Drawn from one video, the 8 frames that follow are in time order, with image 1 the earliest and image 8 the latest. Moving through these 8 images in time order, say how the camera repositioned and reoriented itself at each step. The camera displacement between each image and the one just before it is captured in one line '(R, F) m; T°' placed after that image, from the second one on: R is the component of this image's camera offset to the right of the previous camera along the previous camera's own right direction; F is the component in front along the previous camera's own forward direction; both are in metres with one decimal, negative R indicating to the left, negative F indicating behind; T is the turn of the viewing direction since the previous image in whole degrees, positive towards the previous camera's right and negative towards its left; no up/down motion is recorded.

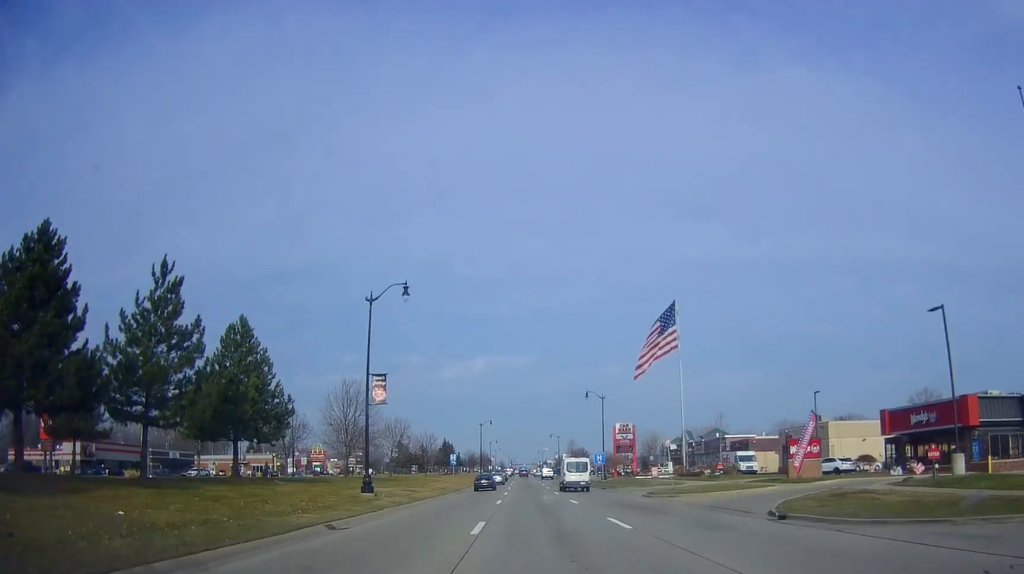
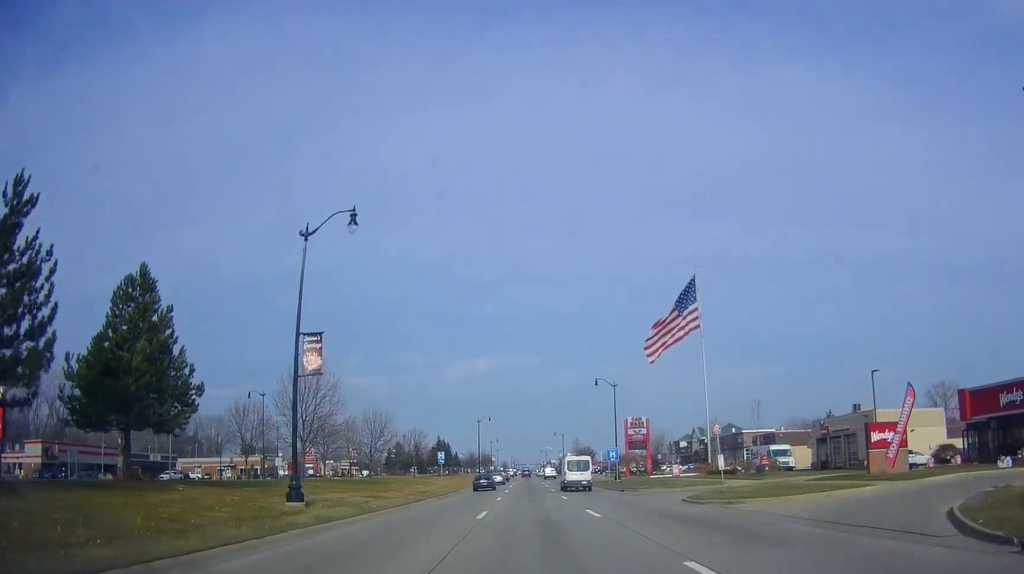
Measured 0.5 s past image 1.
(0.0, +10.2) m; 0°
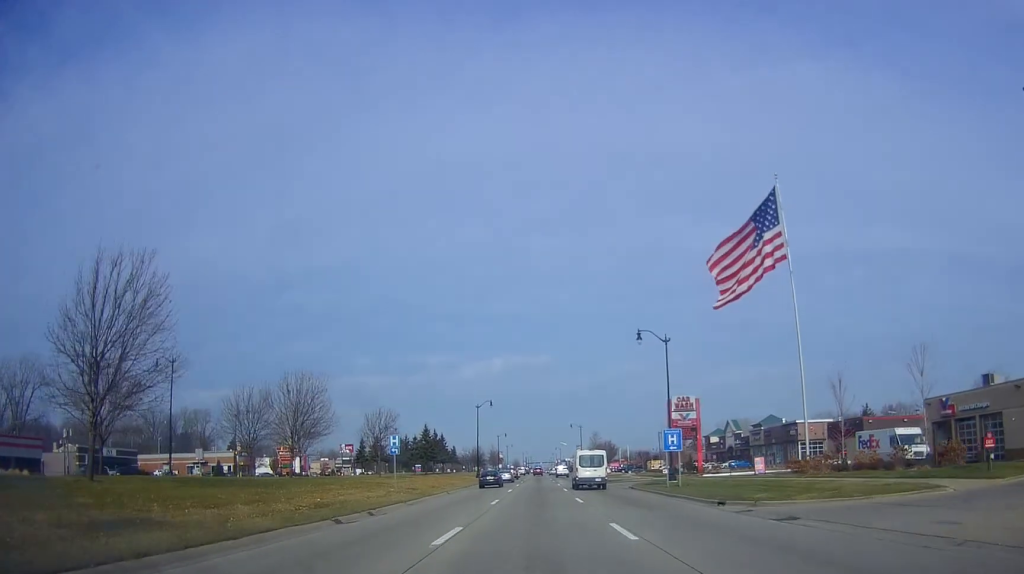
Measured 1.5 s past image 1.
(0.0, +22.8) m; 0°
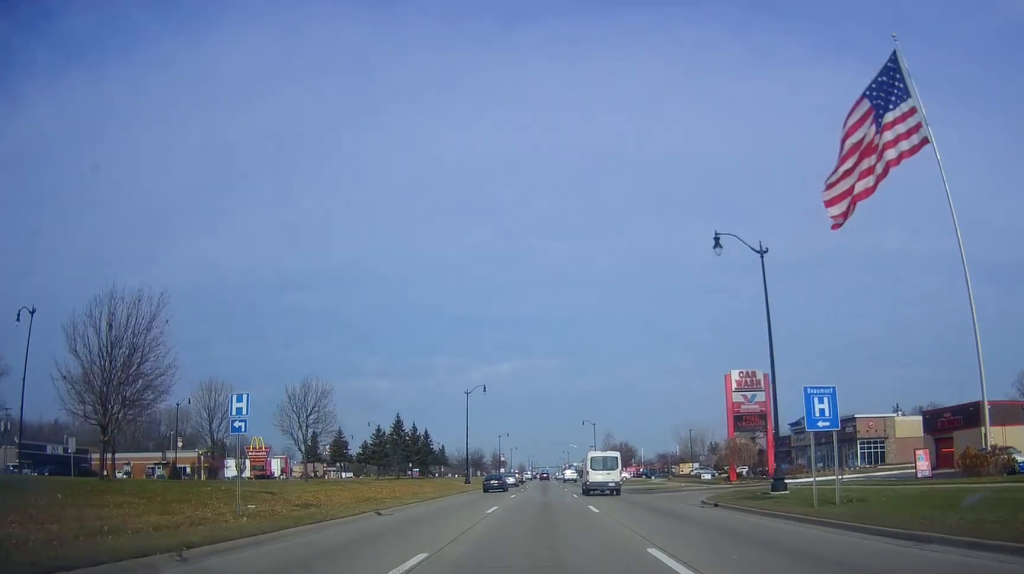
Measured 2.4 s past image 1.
(0.0, +19.9) m; -1°
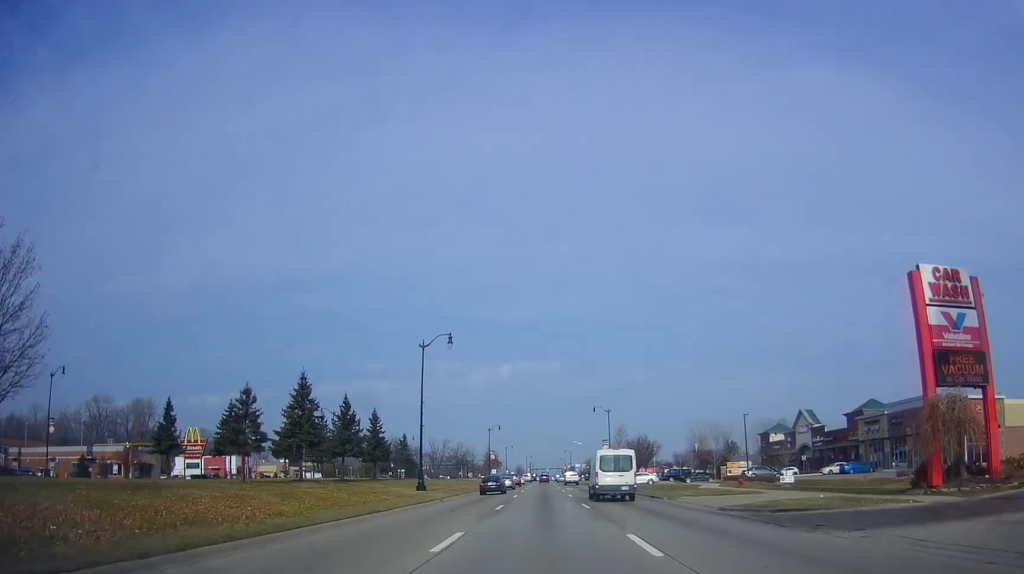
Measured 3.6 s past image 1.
(-0.2, +26.2) m; 0°
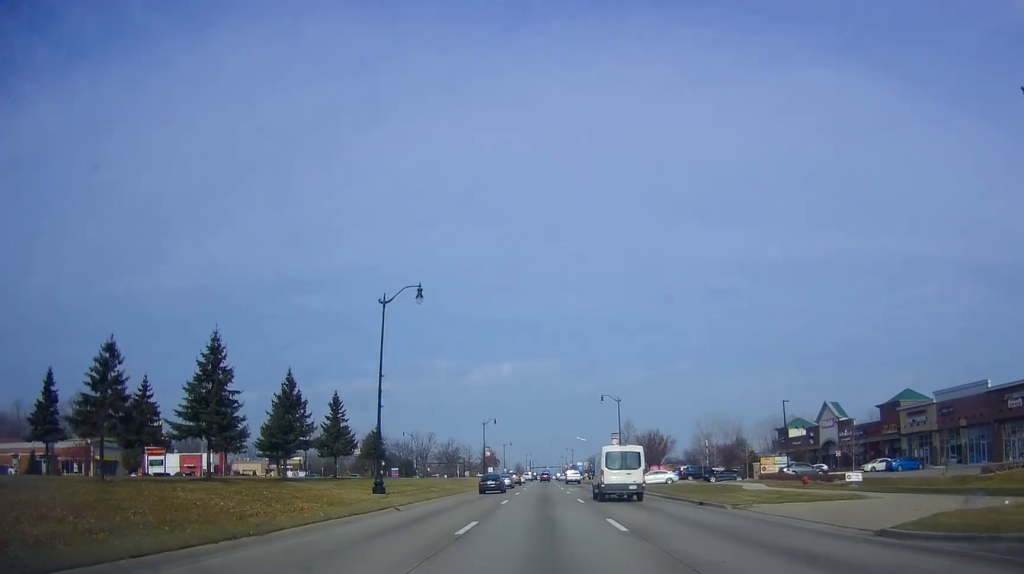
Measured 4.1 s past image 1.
(+0.3, +11.6) m; -1°
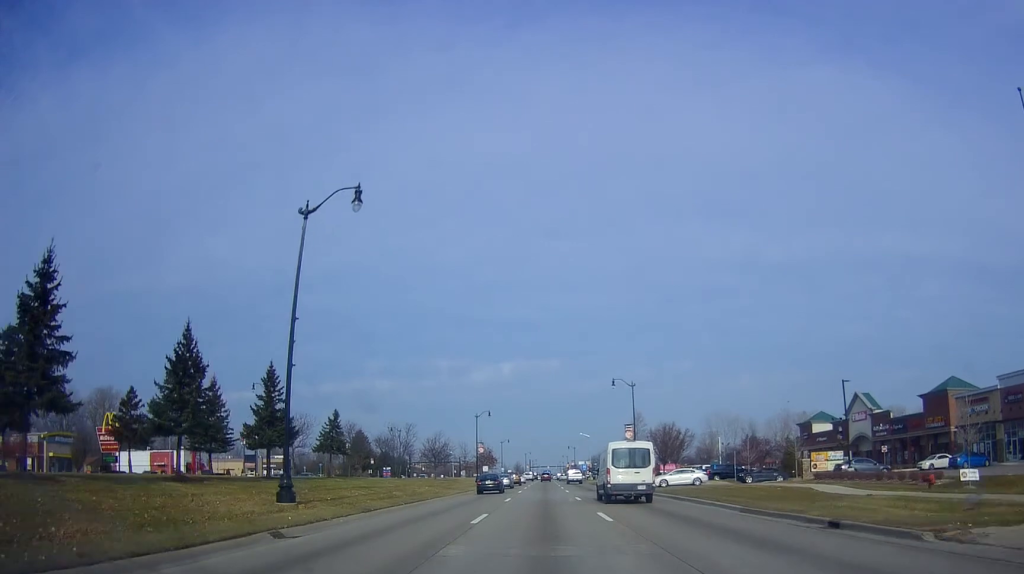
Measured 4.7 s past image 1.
(-0.4, +12.4) m; -1°
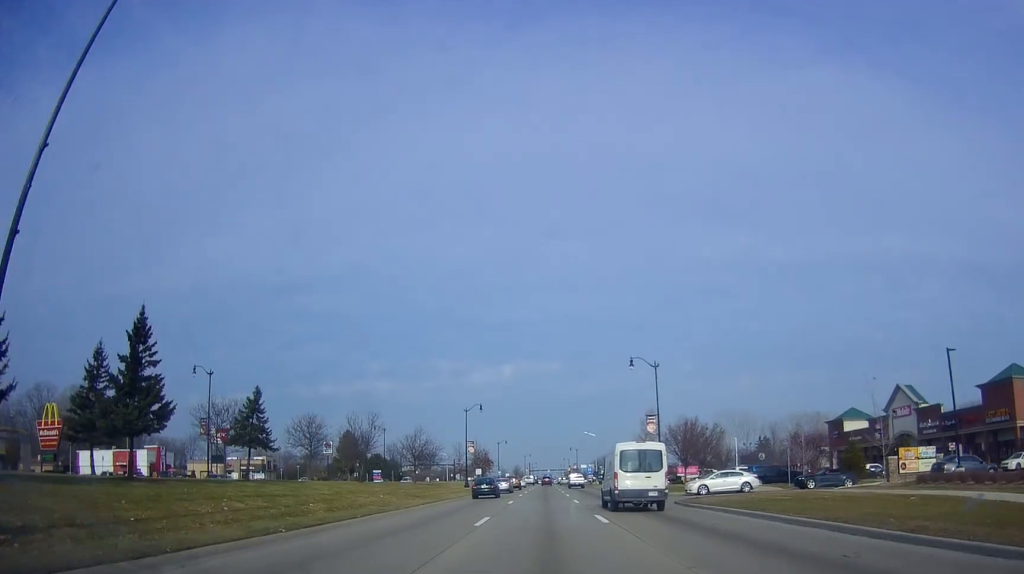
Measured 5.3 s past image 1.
(-0.3, +13.8) m; -1°
